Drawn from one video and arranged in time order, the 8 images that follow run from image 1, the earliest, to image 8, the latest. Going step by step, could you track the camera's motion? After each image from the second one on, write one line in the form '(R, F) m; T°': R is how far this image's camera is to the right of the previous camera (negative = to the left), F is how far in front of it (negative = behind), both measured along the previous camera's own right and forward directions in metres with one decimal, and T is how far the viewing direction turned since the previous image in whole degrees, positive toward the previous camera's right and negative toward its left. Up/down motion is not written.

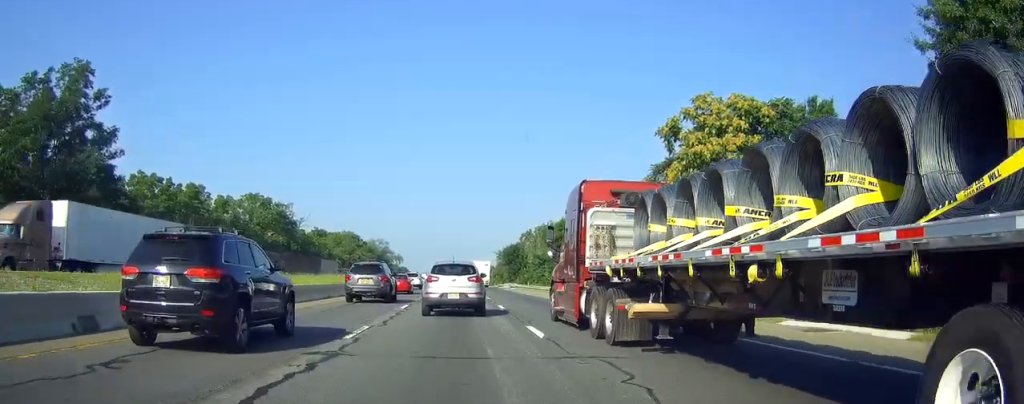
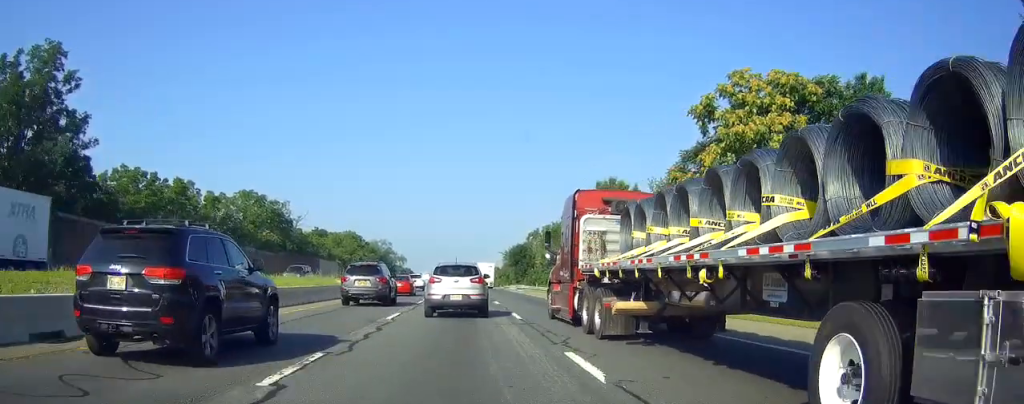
(-0.1, +5.7) m; 0°
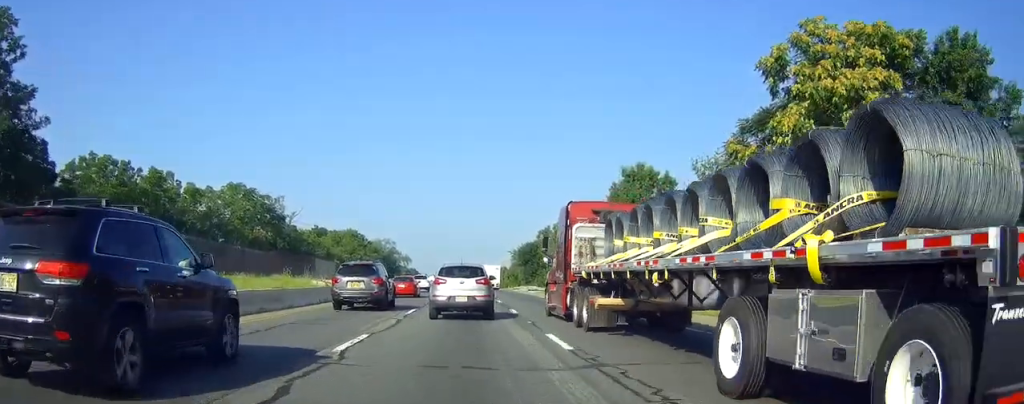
(0.0, +8.8) m; -1°
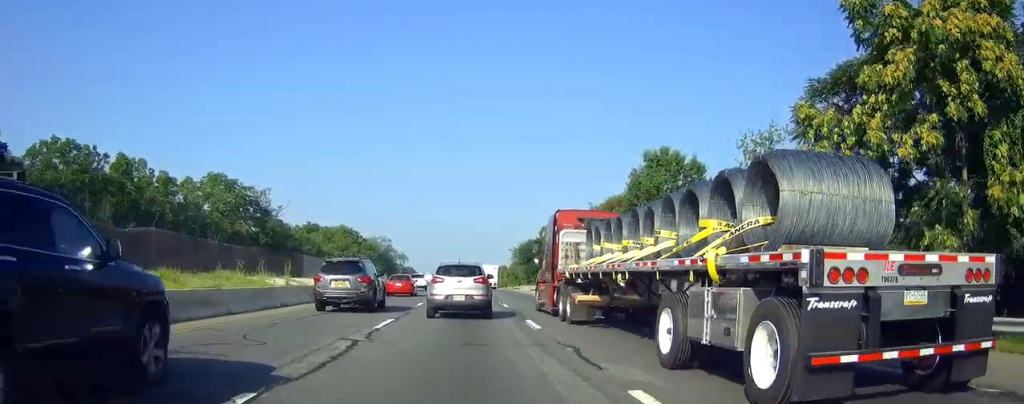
(-0.1, +7.6) m; 0°
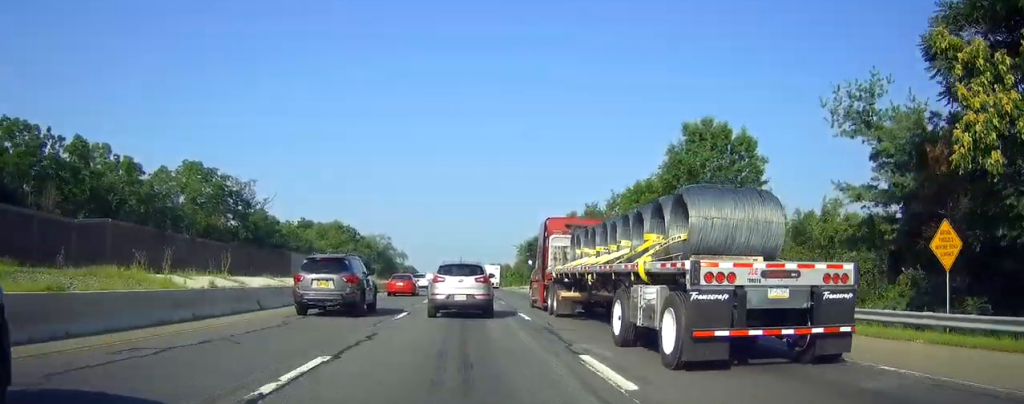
(0.0, +9.2) m; 0°
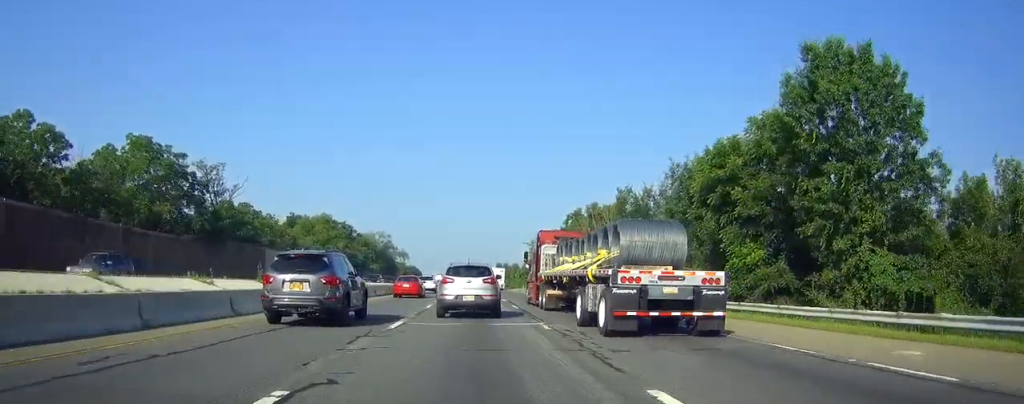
(0.0, +15.6) m; 0°
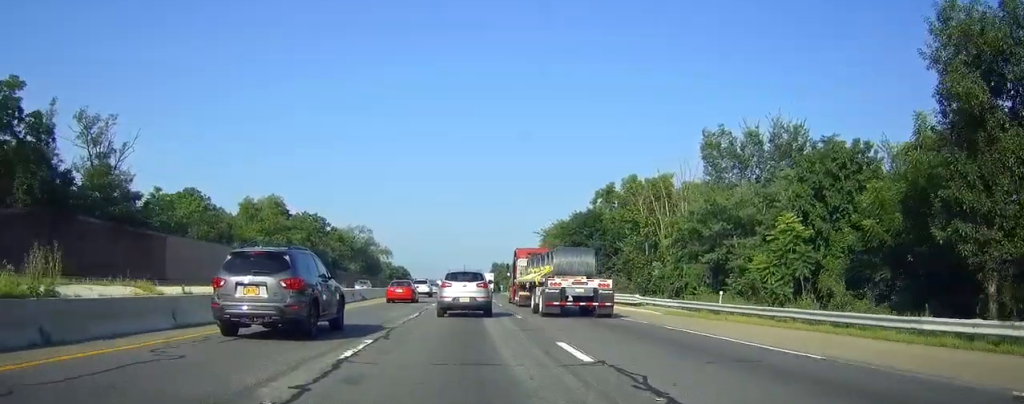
(+0.4, +28.0) m; +1°
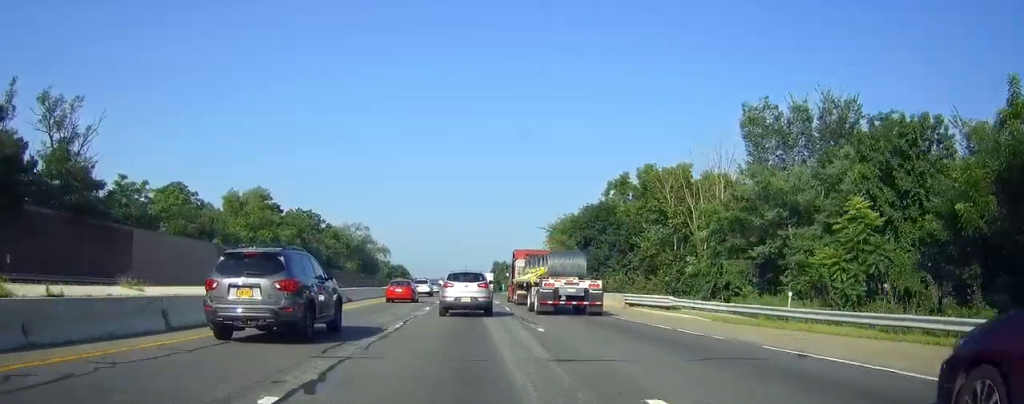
(0.0, +6.4) m; 0°
